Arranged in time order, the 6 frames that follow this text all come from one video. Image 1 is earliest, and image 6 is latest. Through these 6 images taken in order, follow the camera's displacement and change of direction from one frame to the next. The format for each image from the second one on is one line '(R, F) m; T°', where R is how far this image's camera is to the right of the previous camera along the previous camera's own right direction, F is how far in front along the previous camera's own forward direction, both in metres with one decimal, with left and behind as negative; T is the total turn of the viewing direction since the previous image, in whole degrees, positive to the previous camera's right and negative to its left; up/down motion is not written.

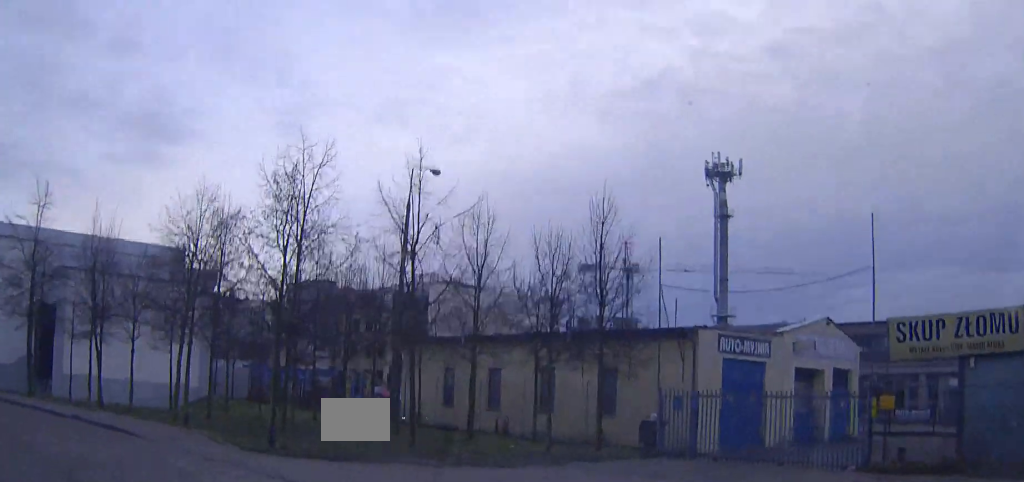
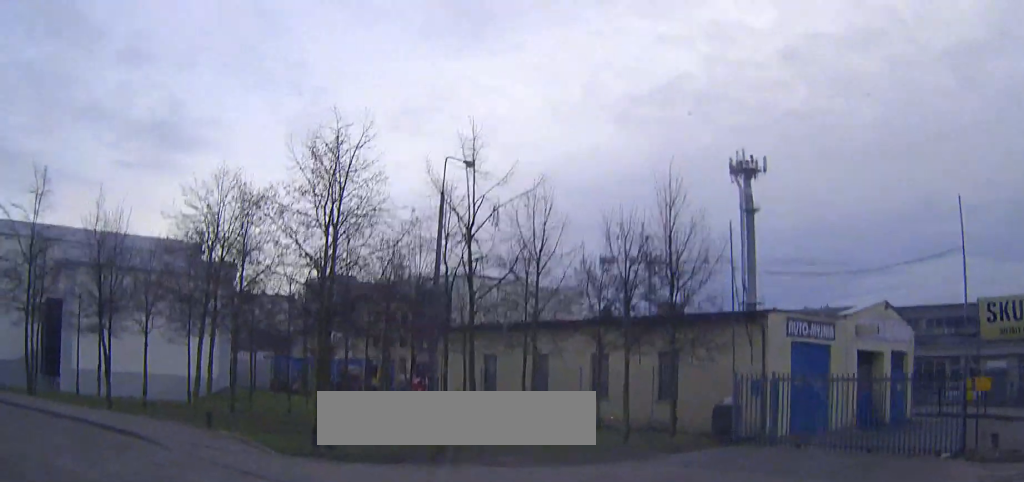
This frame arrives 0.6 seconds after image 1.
(0.0, +2.6) m; 0°
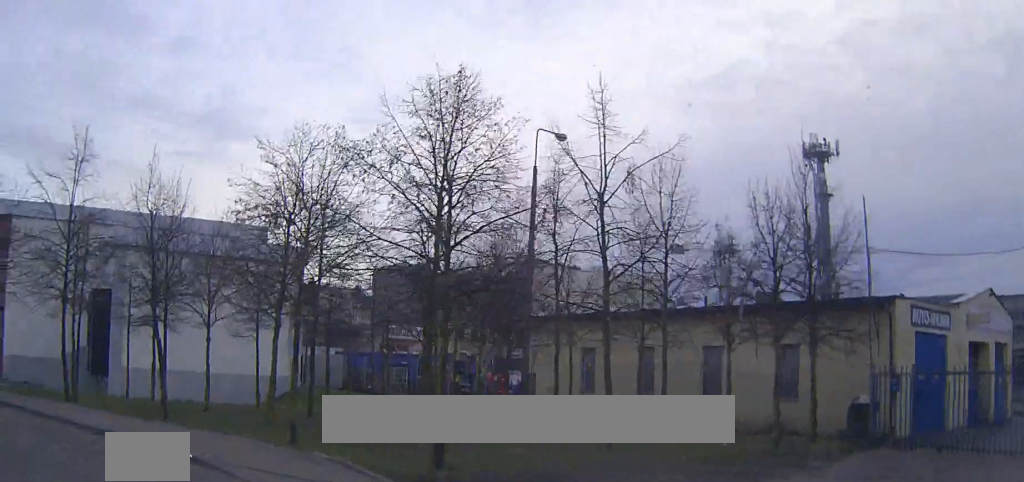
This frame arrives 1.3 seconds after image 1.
(0.0, +2.7) m; -4°
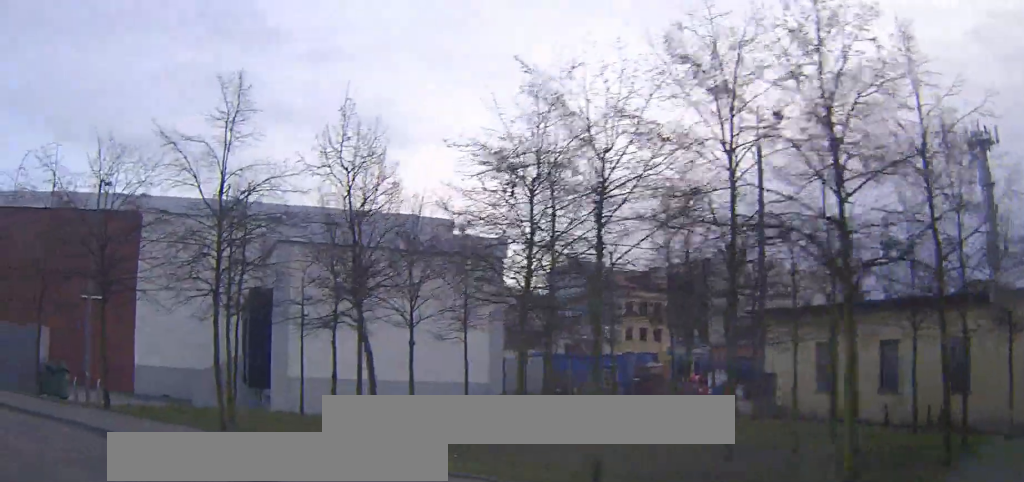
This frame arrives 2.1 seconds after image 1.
(-0.2, +3.6) m; -10°
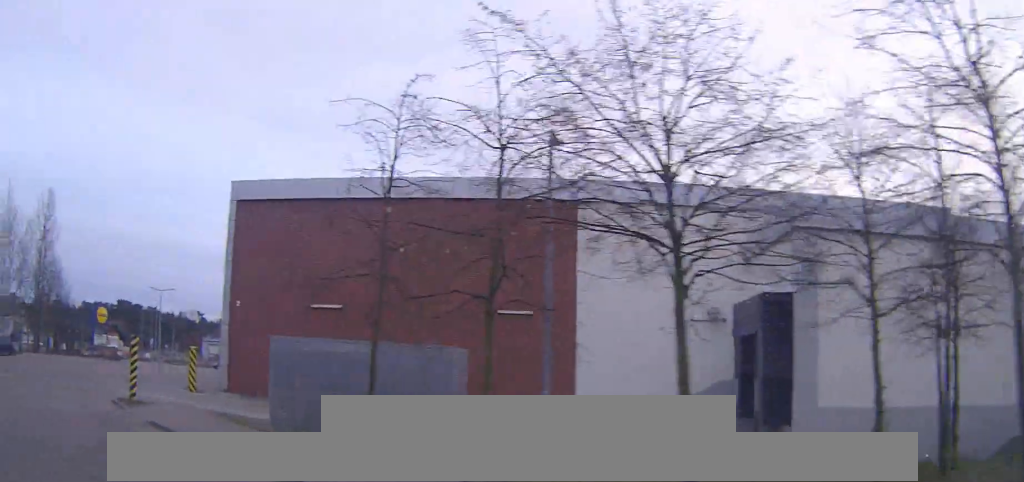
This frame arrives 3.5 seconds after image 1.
(-1.4, +7.2) m; -23°
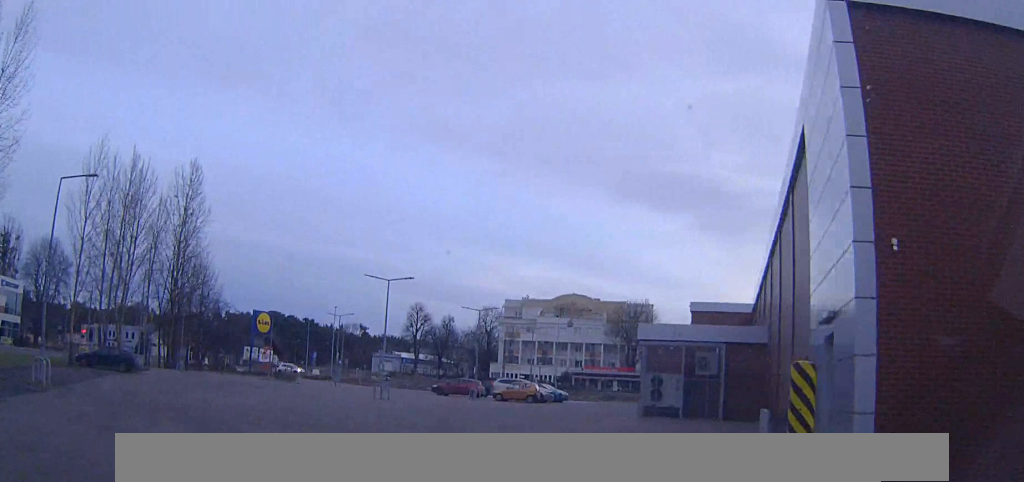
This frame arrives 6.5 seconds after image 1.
(-4.7, +19.5) m; -15°
